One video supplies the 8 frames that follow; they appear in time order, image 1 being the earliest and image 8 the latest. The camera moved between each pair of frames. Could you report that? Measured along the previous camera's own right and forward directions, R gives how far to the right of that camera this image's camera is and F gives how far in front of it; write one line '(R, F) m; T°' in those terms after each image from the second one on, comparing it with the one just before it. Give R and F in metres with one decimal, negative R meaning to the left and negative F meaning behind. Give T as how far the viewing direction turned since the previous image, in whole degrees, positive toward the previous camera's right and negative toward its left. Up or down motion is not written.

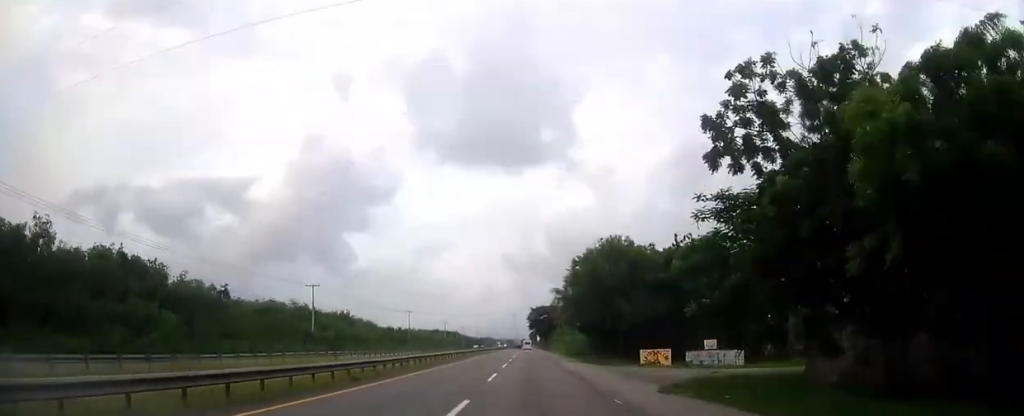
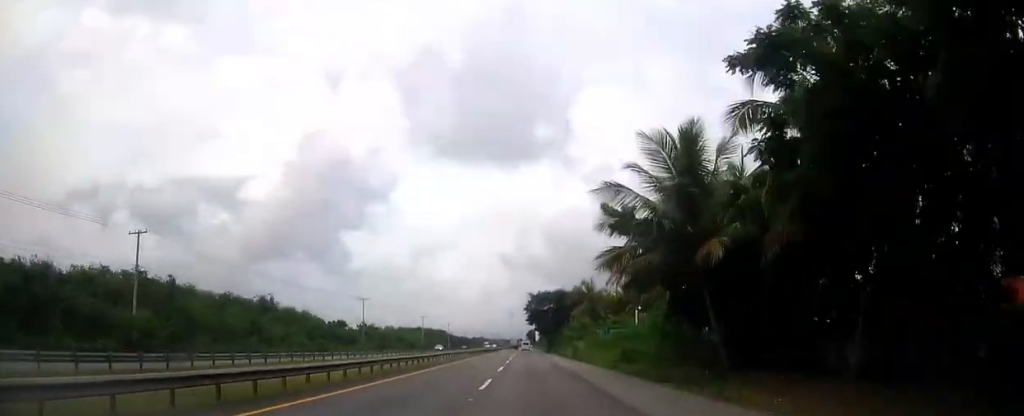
(0.0, +44.7) m; 0°
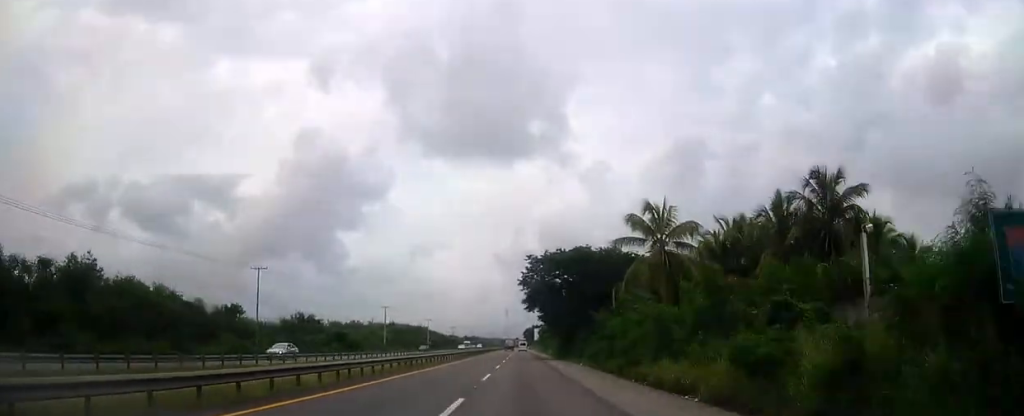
(+0.1, +47.4) m; 0°
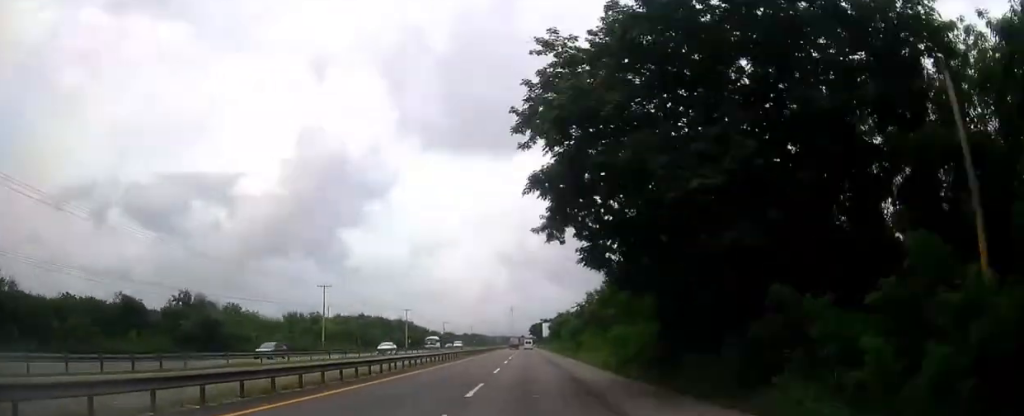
(0.0, +47.8) m; 0°
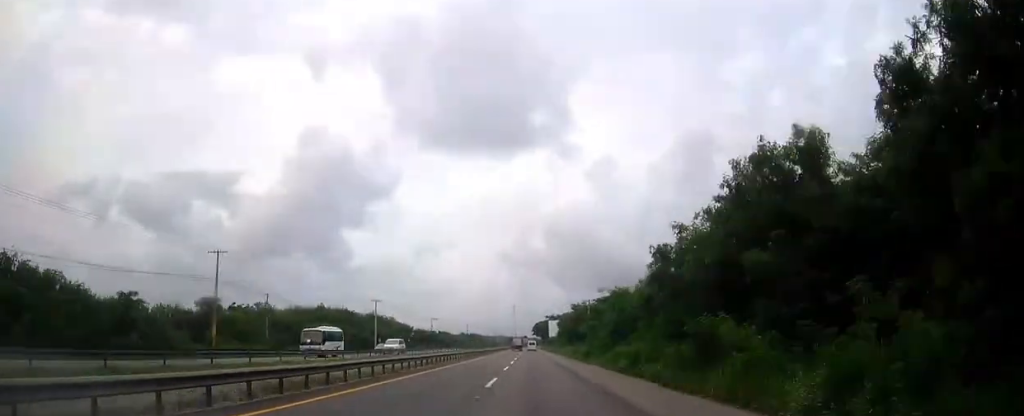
(0.0, +36.1) m; 0°
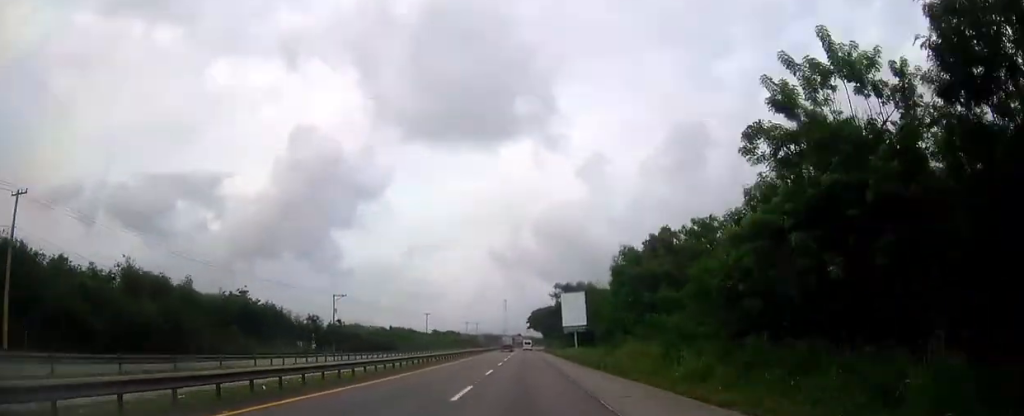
(+0.3, +97.4) m; 0°
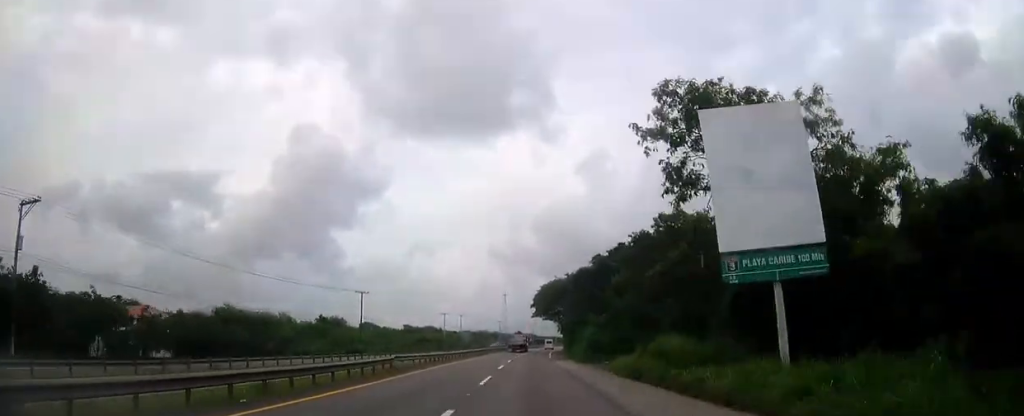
(-0.2, +74.5) m; 0°
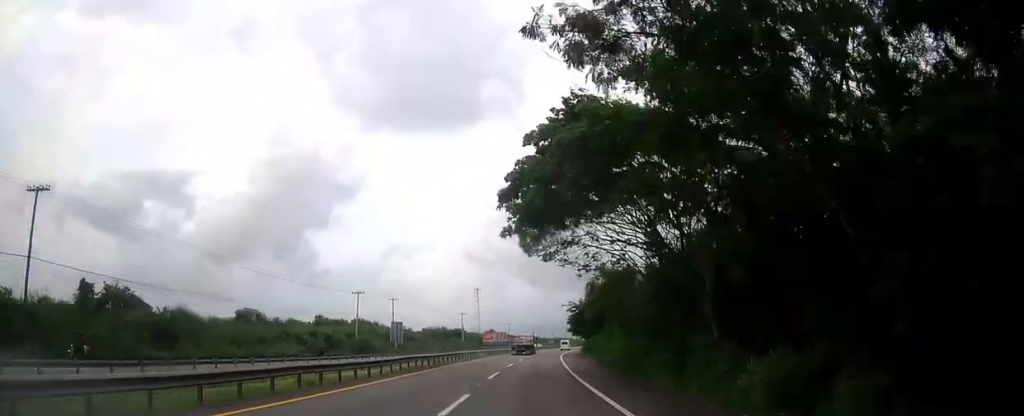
(+0.8, +75.3) m; +2°
